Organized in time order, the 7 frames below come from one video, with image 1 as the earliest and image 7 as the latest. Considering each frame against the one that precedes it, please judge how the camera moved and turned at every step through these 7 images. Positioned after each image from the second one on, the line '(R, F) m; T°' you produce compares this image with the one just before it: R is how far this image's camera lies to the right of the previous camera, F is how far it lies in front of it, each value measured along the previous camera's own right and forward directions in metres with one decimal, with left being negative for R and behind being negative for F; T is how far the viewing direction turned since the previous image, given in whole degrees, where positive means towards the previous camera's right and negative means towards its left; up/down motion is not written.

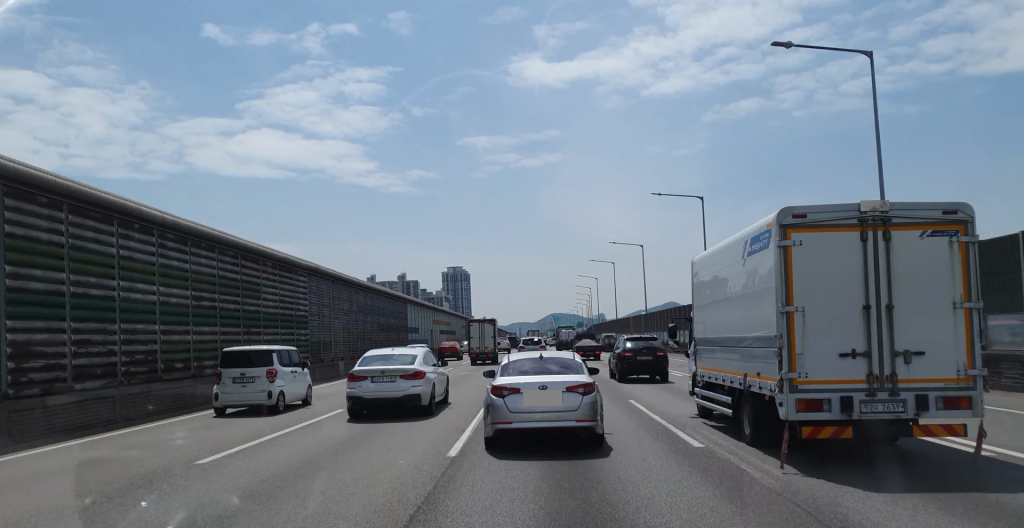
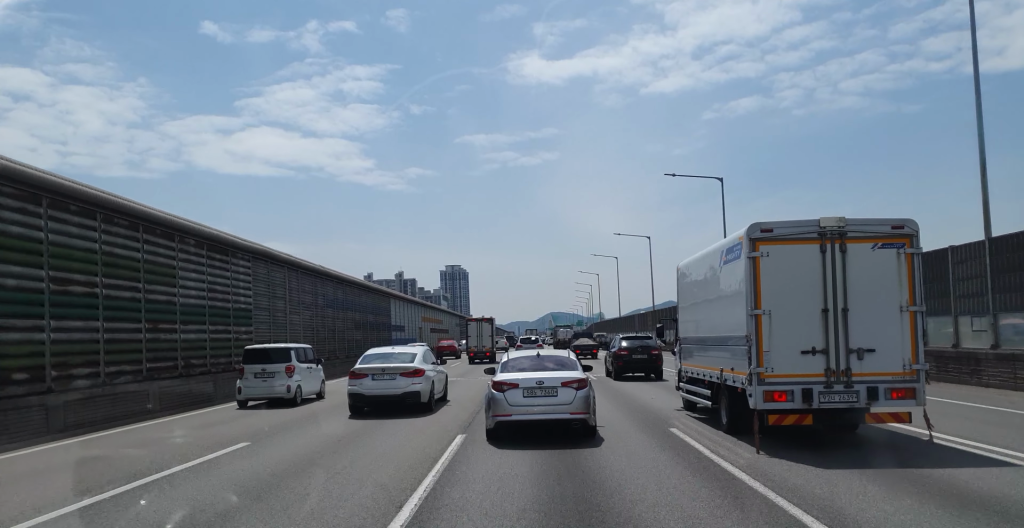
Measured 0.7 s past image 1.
(0.0, +7.2) m; 0°
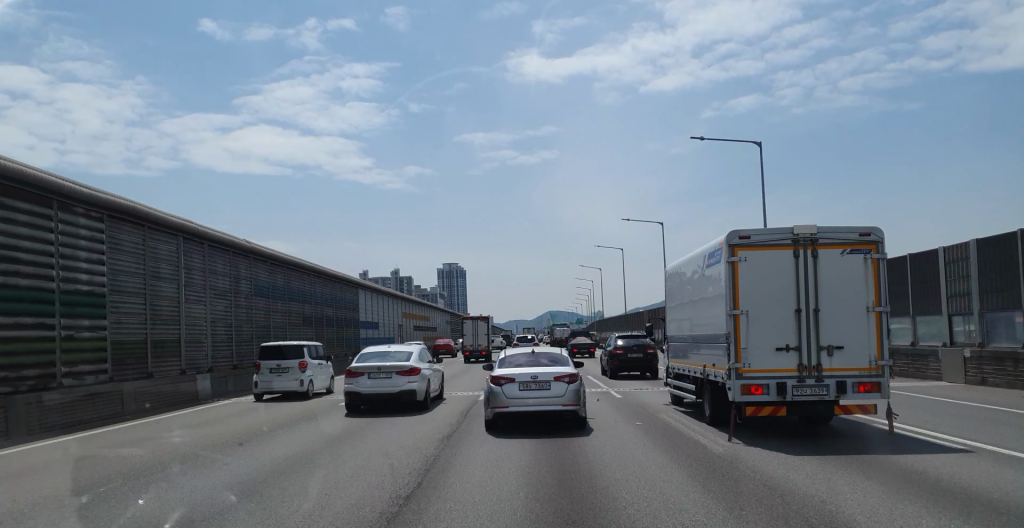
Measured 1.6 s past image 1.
(-0.1, +9.7) m; -1°
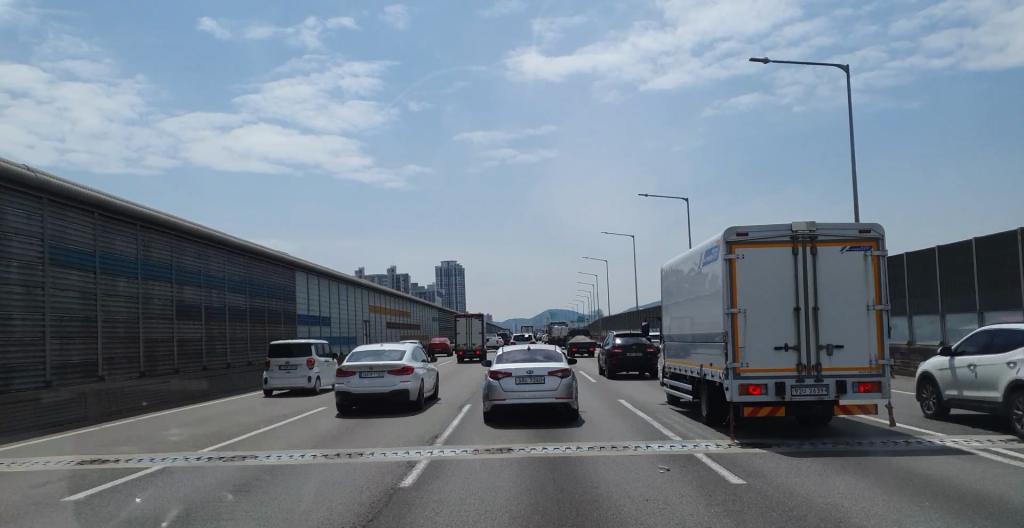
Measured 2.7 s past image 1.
(-0.1, +12.6) m; 0°
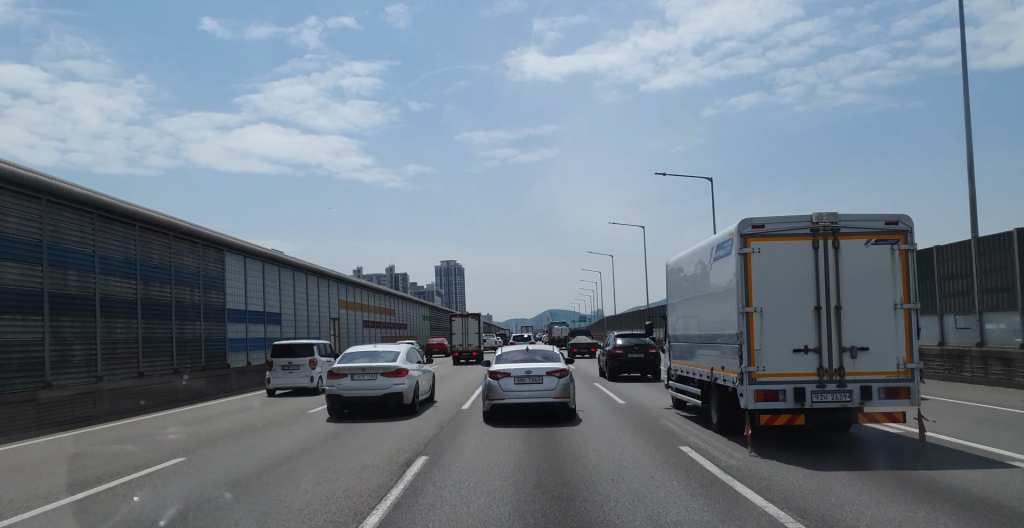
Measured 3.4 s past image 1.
(0.0, +8.1) m; 0°
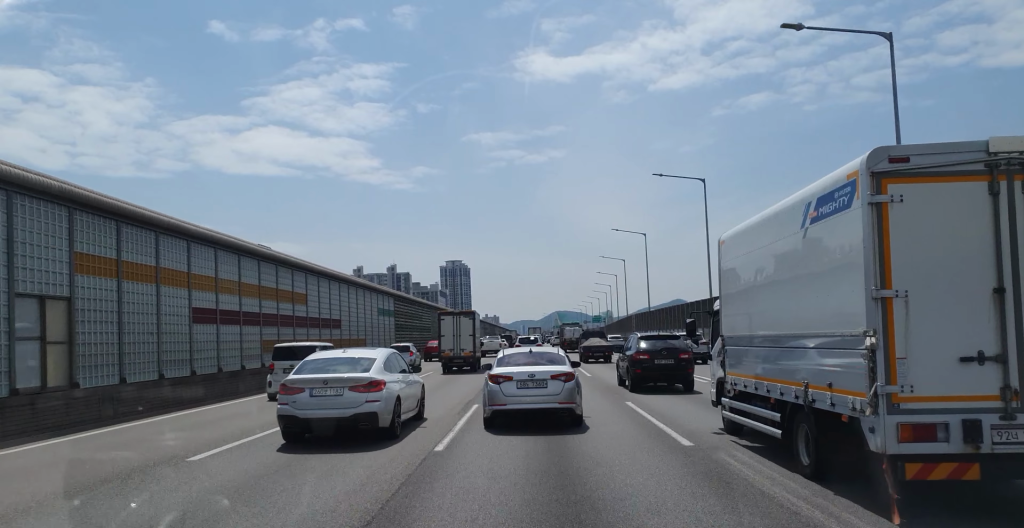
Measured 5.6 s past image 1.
(0.0, +26.1) m; 0°
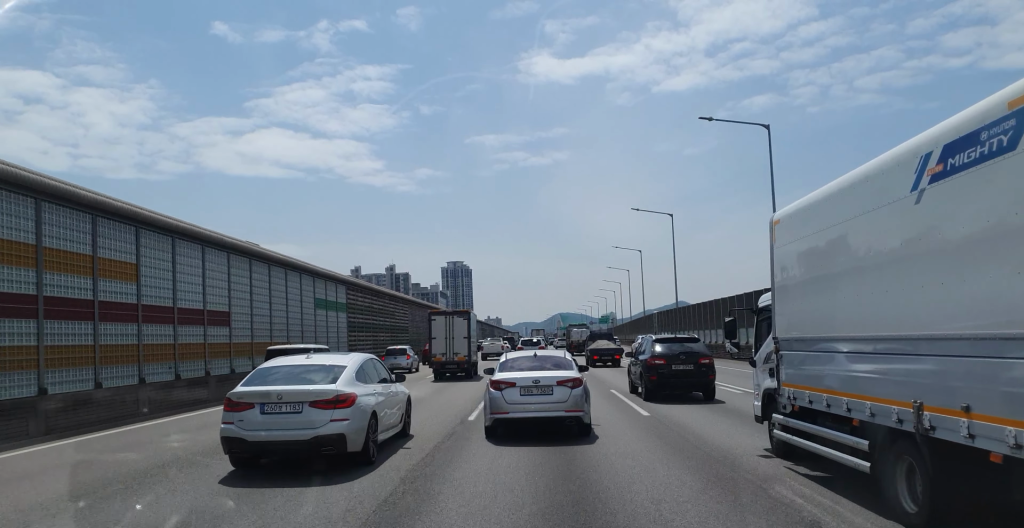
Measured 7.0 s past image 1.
(-0.1, +14.7) m; -1°
